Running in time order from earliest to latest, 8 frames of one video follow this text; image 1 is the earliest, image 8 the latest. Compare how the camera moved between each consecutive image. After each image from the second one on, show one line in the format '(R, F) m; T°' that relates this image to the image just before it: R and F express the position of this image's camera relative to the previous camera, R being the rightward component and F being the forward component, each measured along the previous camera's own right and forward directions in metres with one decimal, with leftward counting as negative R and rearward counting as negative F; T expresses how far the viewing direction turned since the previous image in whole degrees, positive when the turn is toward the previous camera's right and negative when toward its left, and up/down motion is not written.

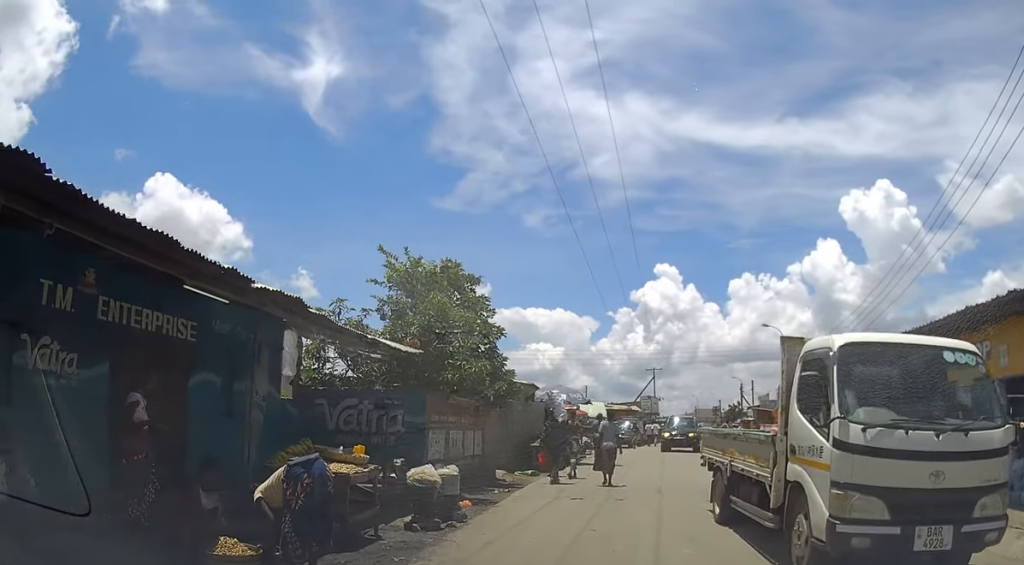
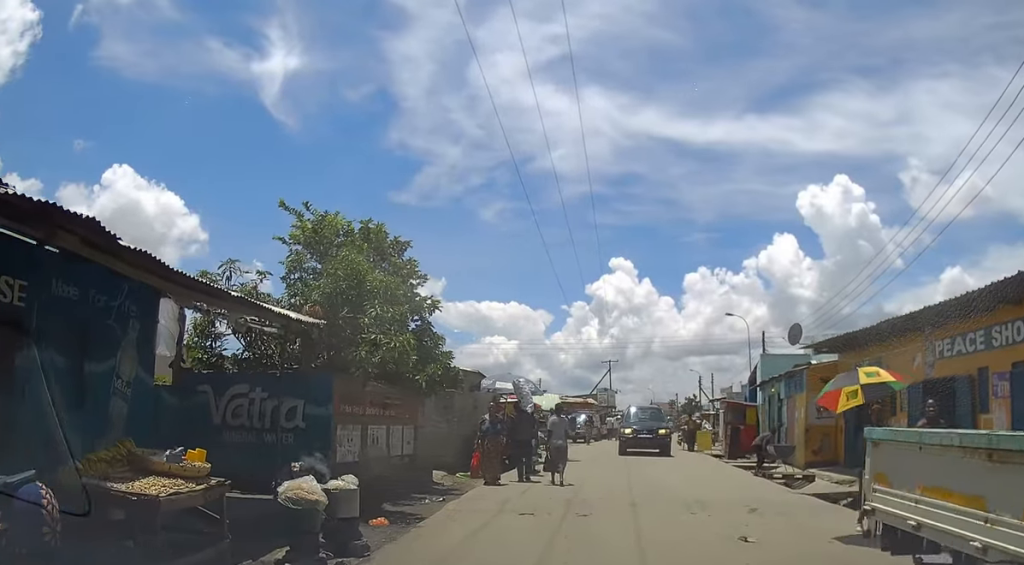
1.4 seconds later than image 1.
(+0.2, +2.9) m; +8°
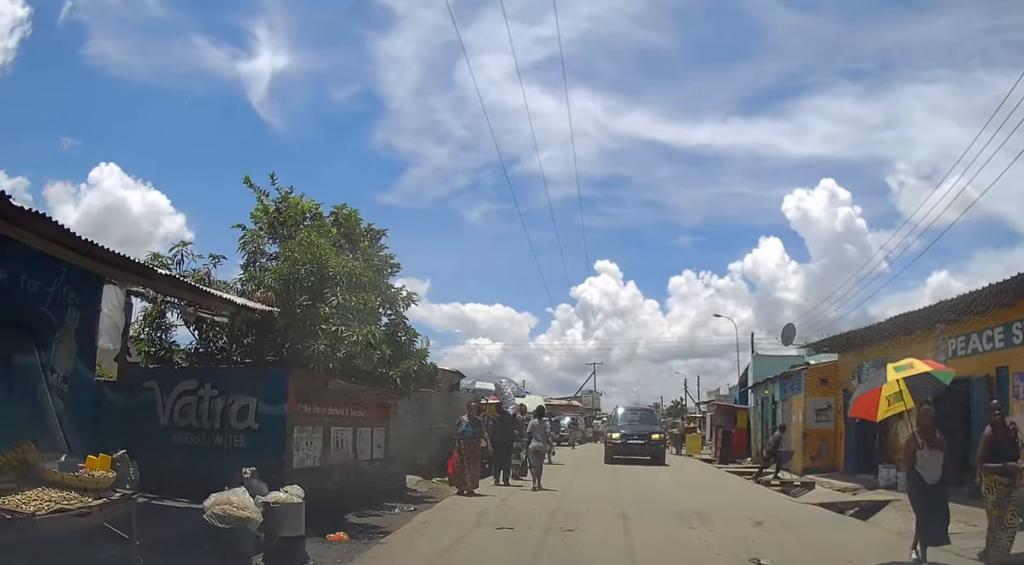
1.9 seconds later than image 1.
(+0.1, +1.0) m; +2°
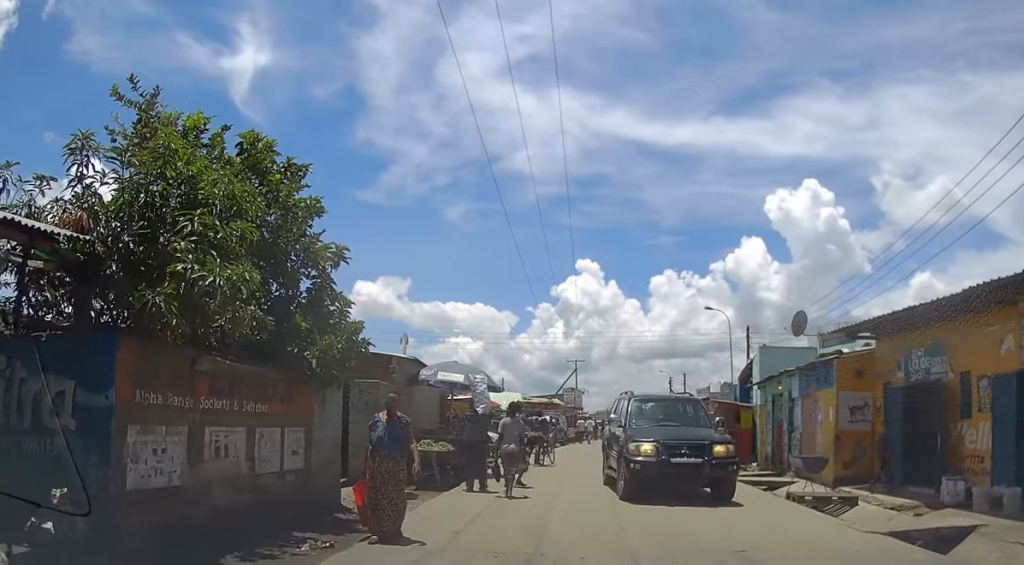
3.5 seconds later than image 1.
(-0.1, +3.2) m; -3°
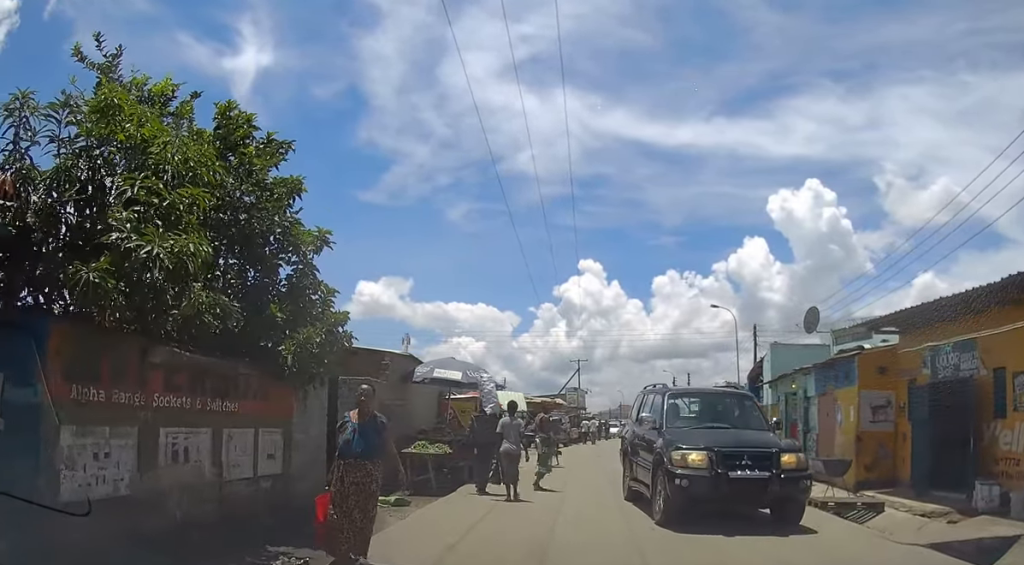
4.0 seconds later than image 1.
(0.0, +1.0) m; -1°
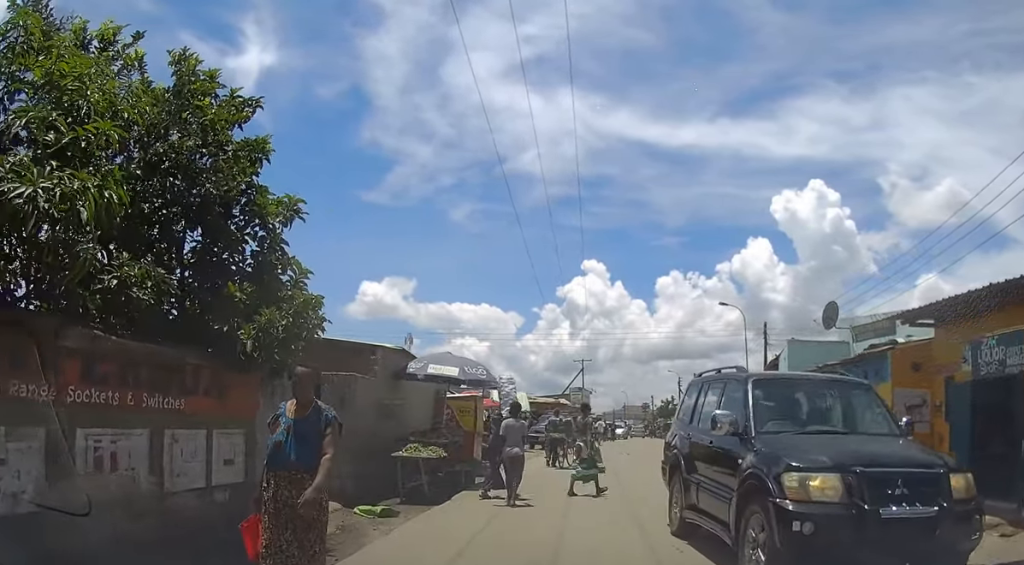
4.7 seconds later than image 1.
(-0.1, +1.3) m; +1°
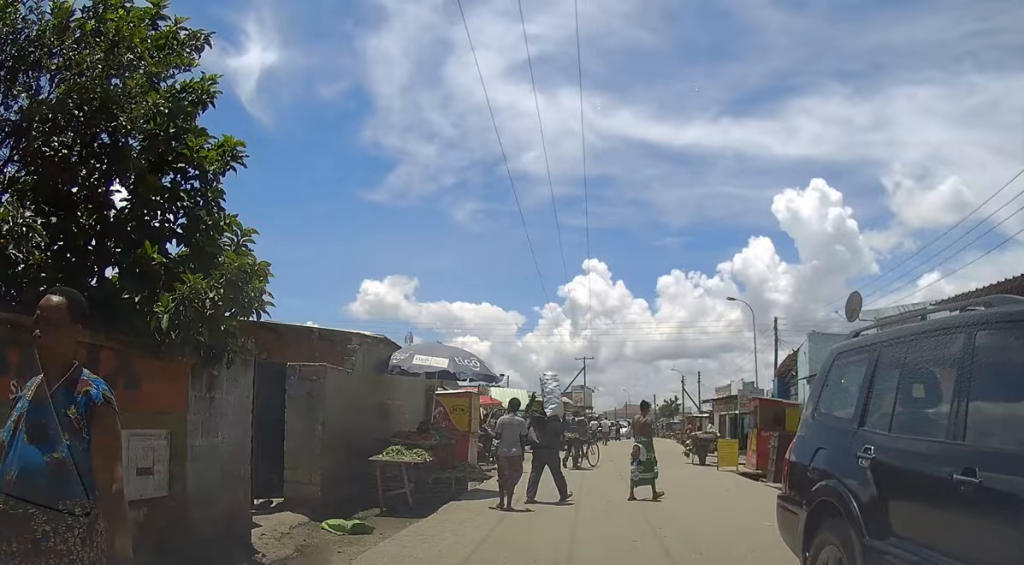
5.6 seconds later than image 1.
(+0.1, +1.7) m; +1°
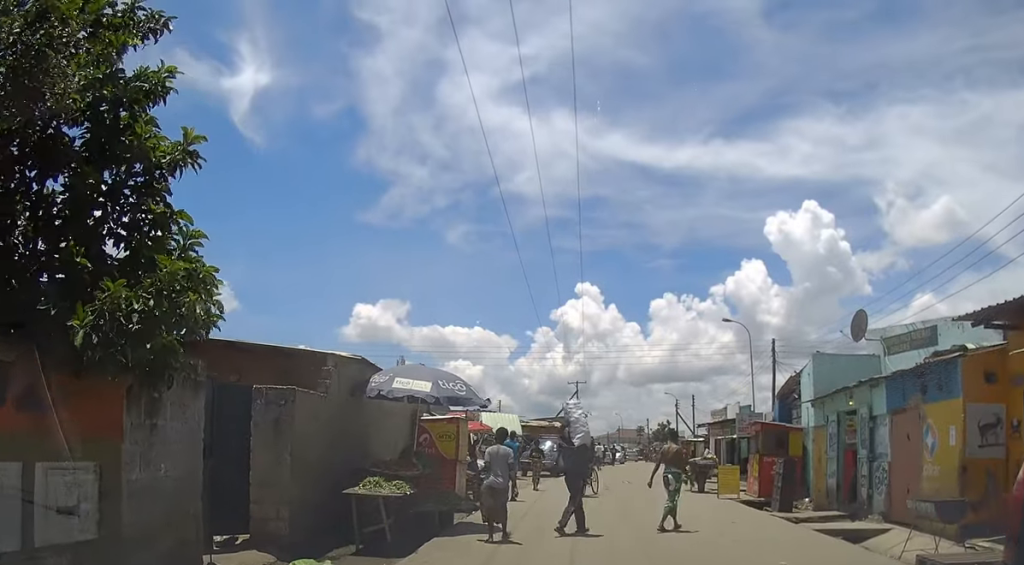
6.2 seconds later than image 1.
(0.0, +1.0) m; 0°
